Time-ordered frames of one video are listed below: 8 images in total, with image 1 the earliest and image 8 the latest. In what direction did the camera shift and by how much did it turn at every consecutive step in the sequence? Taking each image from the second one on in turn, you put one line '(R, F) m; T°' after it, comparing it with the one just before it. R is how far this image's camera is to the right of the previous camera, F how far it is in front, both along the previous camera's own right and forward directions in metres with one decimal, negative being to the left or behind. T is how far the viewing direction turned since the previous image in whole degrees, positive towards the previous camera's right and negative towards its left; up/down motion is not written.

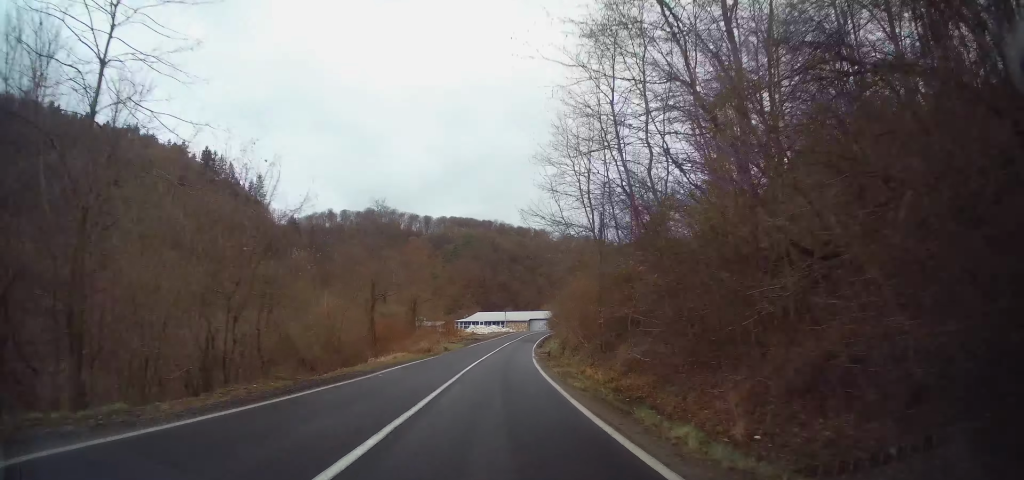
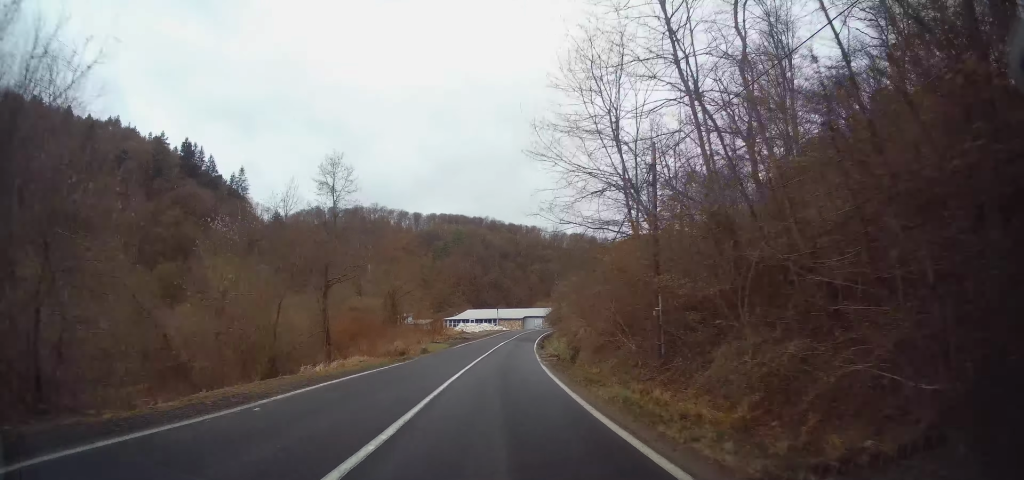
(+0.2, +9.3) m; +1°
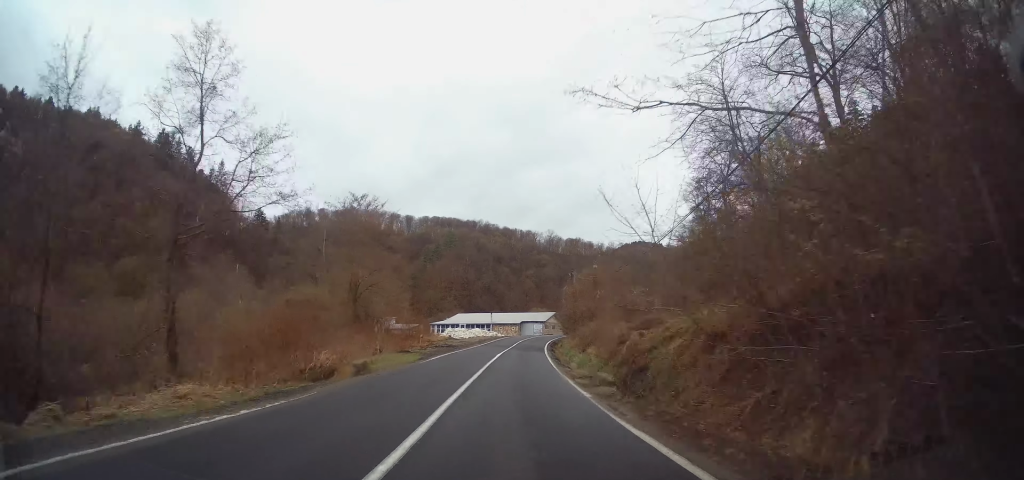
(+0.2, +14.3) m; +1°
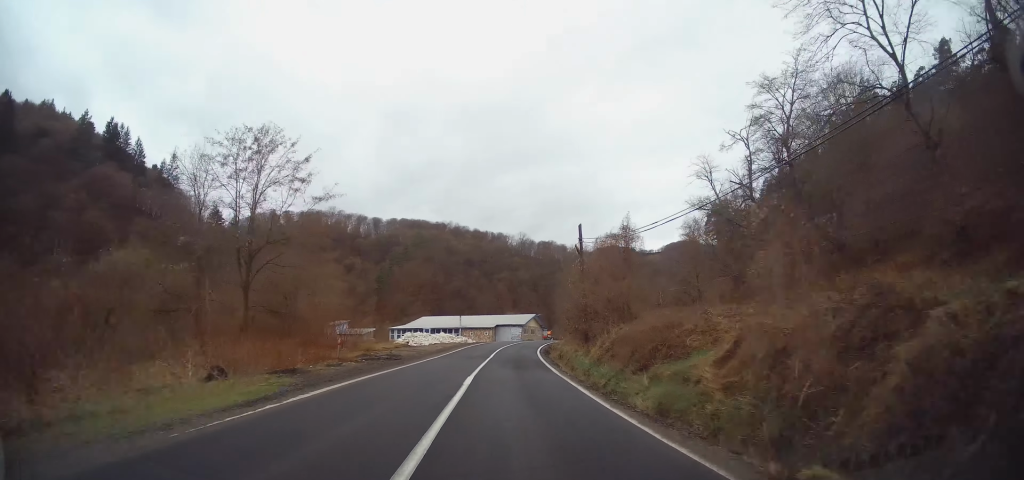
(+0.2, +16.6) m; +2°
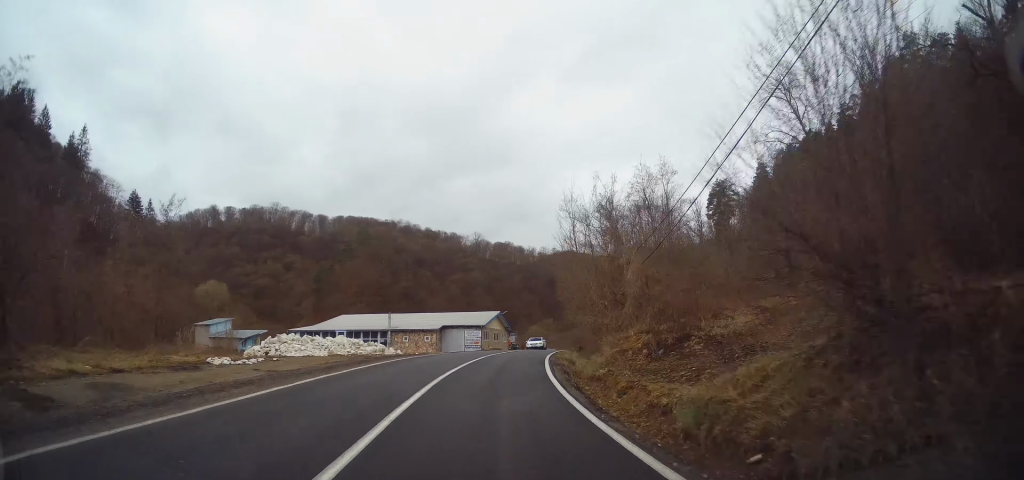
(+1.5, +29.9) m; +6°
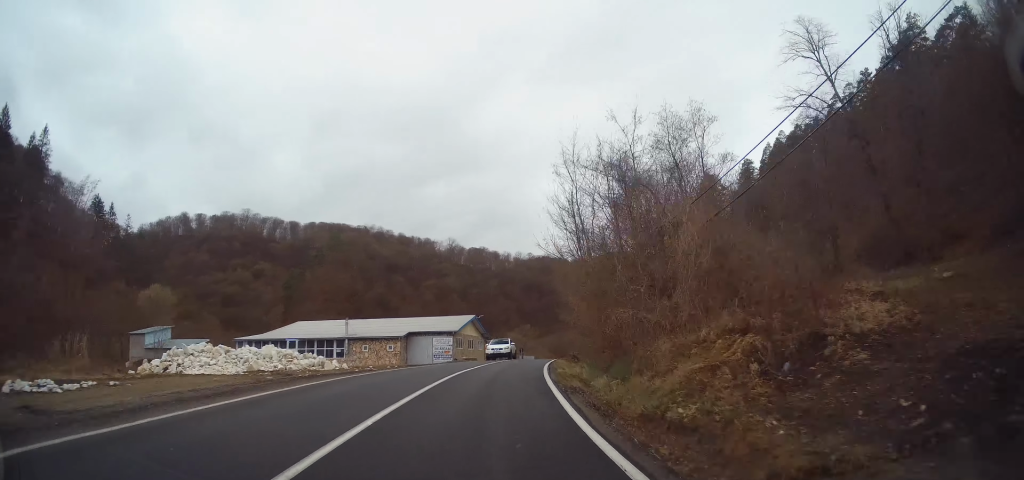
(+0.1, +8.7) m; +1°
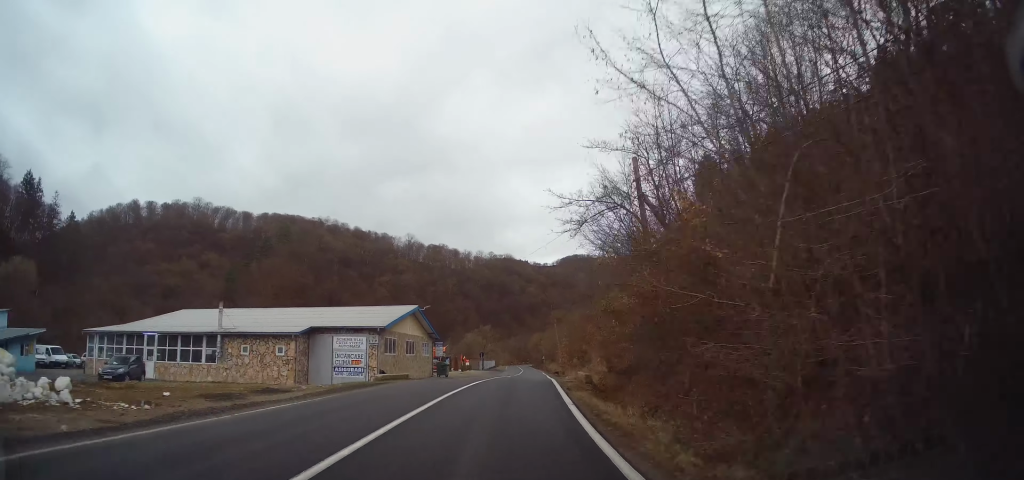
(+0.5, +19.9) m; +4°
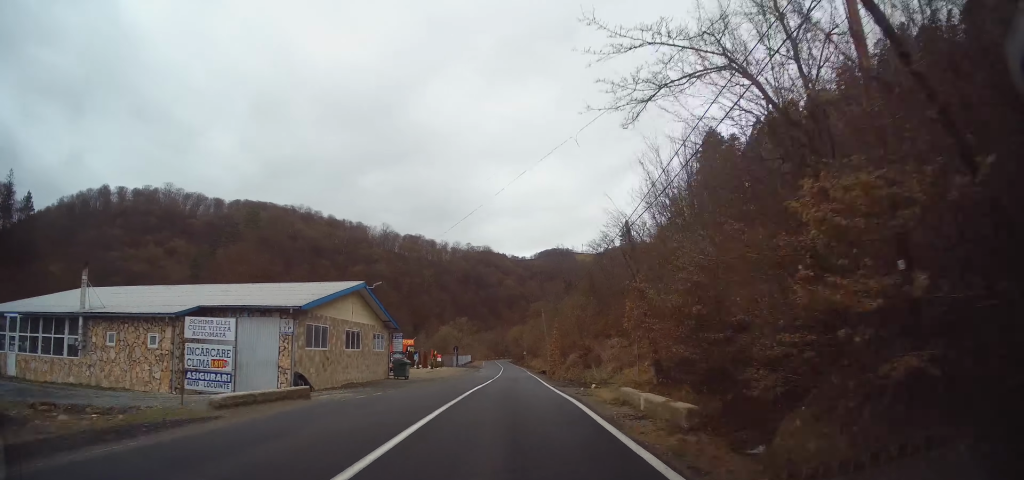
(+0.4, +11.9) m; +3°
